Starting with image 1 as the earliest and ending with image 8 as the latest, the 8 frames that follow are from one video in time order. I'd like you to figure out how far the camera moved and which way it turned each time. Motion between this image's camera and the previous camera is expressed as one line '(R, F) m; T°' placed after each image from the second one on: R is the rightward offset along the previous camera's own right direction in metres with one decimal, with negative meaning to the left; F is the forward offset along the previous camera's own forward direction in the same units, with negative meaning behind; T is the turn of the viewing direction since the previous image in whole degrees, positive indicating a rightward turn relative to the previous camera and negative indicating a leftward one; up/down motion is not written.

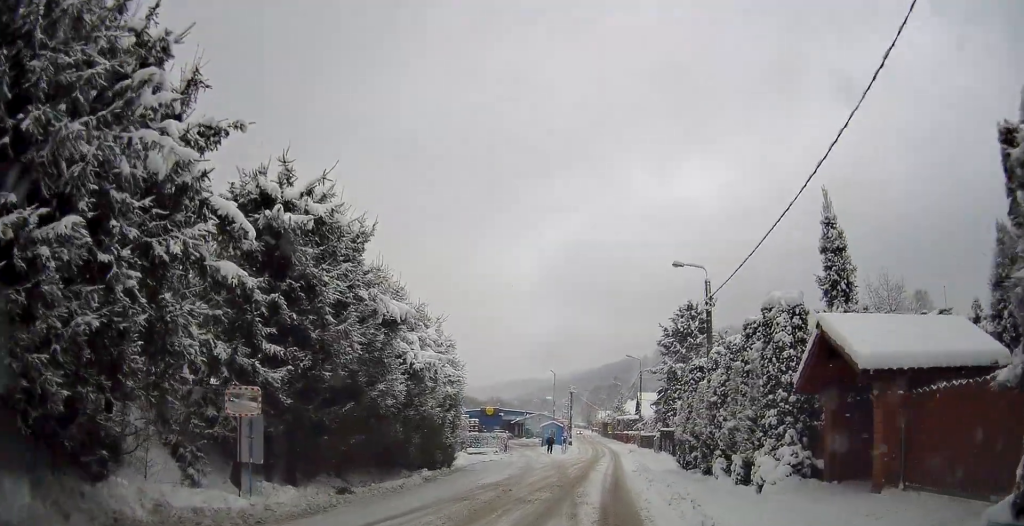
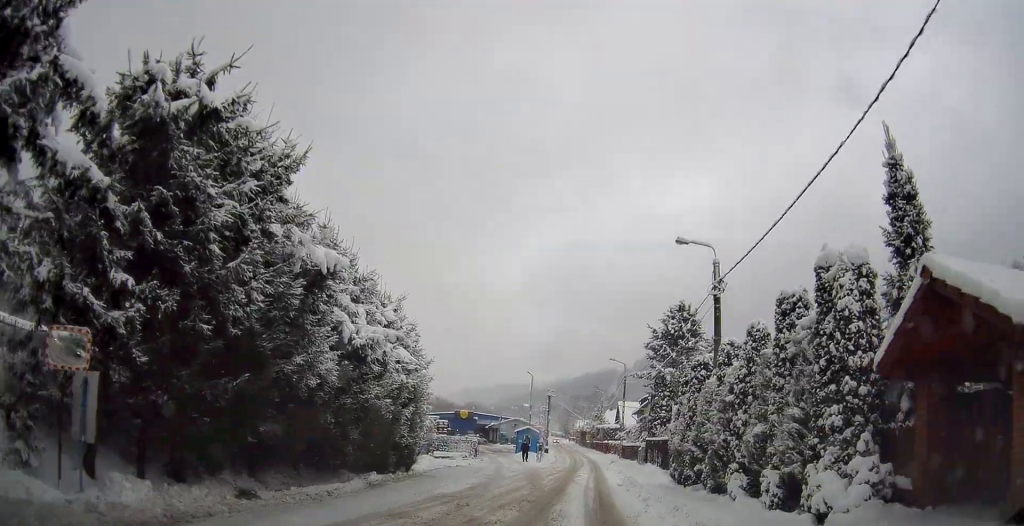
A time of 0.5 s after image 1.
(+0.2, +3.9) m; +3°
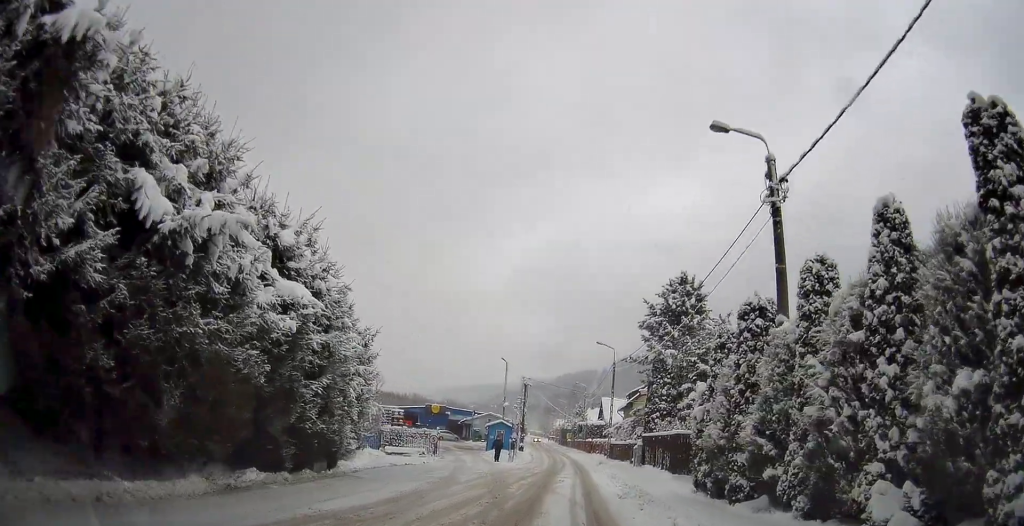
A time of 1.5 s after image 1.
(+0.2, +7.7) m; +2°
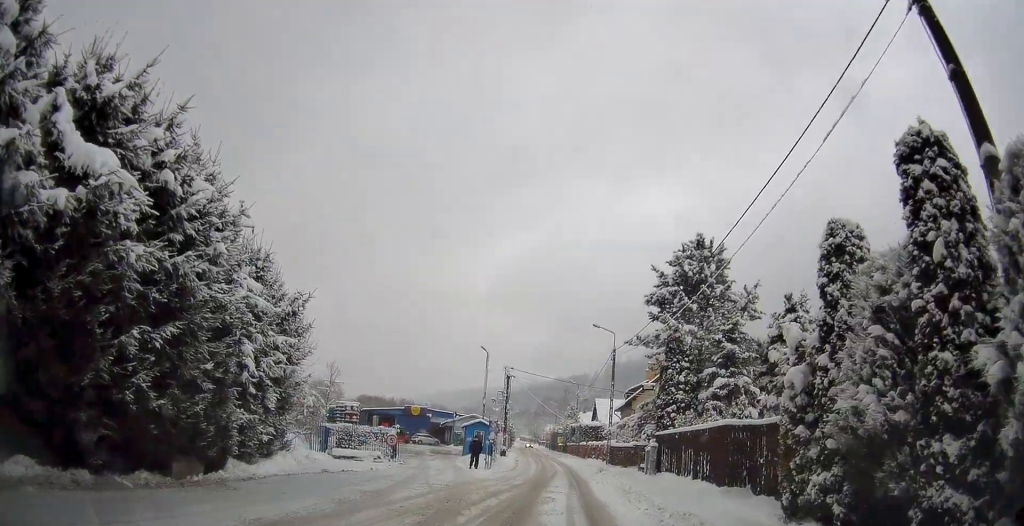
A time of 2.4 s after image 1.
(+0.1, +7.6) m; +1°
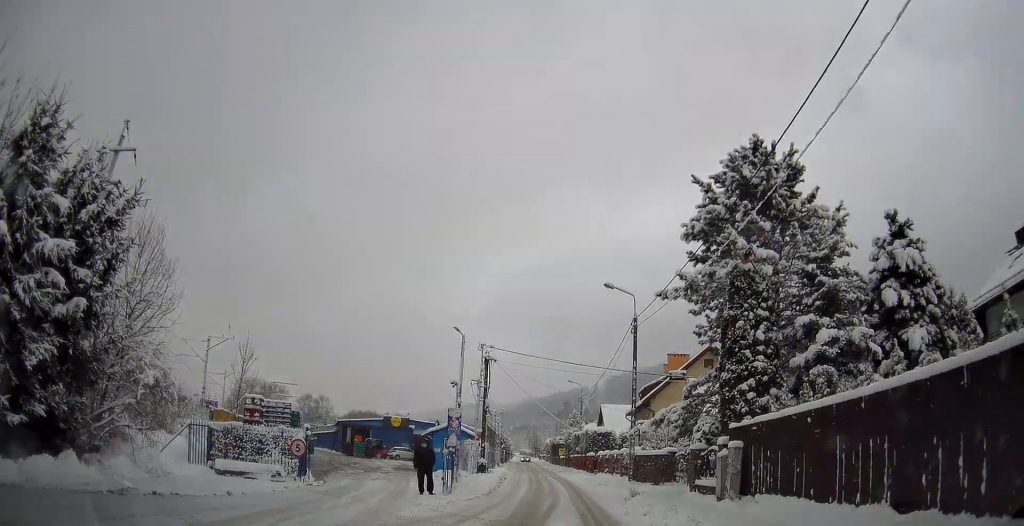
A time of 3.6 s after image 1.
(+0.1, +11.5) m; 0°
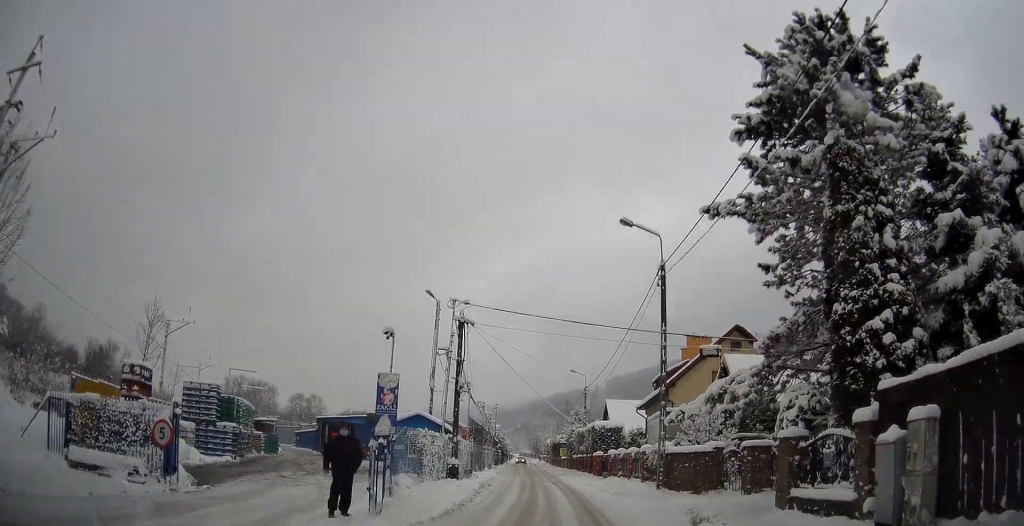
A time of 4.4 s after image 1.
(0.0, +7.6) m; 0°
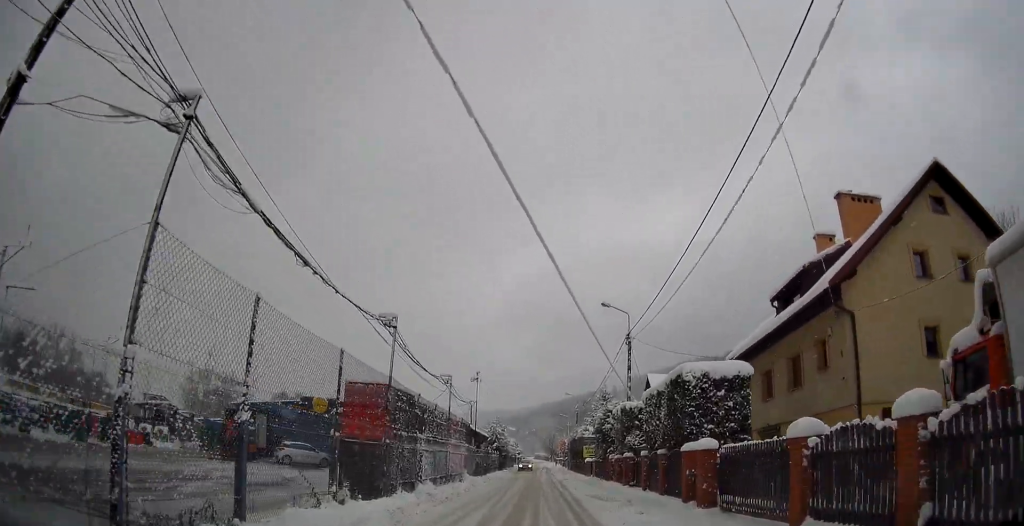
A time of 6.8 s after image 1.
(-0.5, +23.7) m; -3°
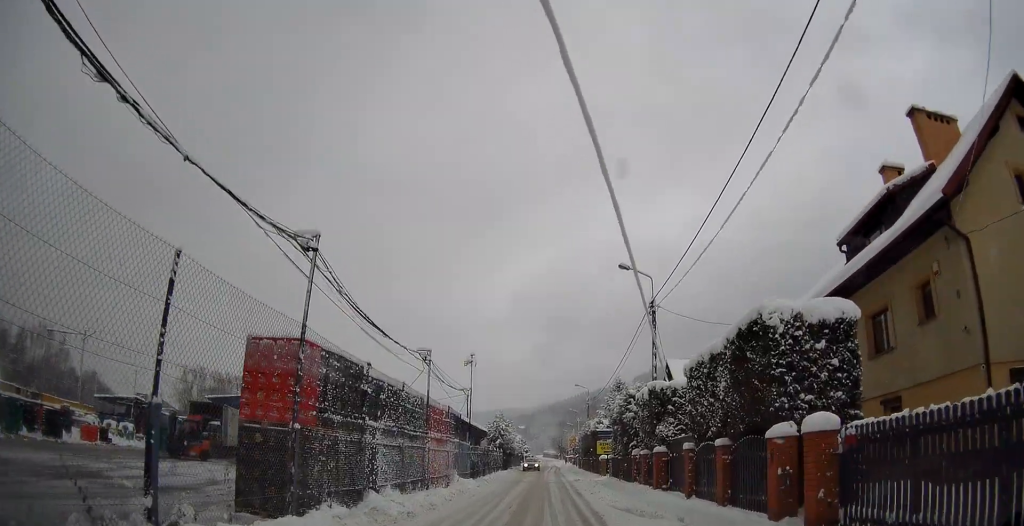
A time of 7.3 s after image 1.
(0.0, +5.6) m; 0°
